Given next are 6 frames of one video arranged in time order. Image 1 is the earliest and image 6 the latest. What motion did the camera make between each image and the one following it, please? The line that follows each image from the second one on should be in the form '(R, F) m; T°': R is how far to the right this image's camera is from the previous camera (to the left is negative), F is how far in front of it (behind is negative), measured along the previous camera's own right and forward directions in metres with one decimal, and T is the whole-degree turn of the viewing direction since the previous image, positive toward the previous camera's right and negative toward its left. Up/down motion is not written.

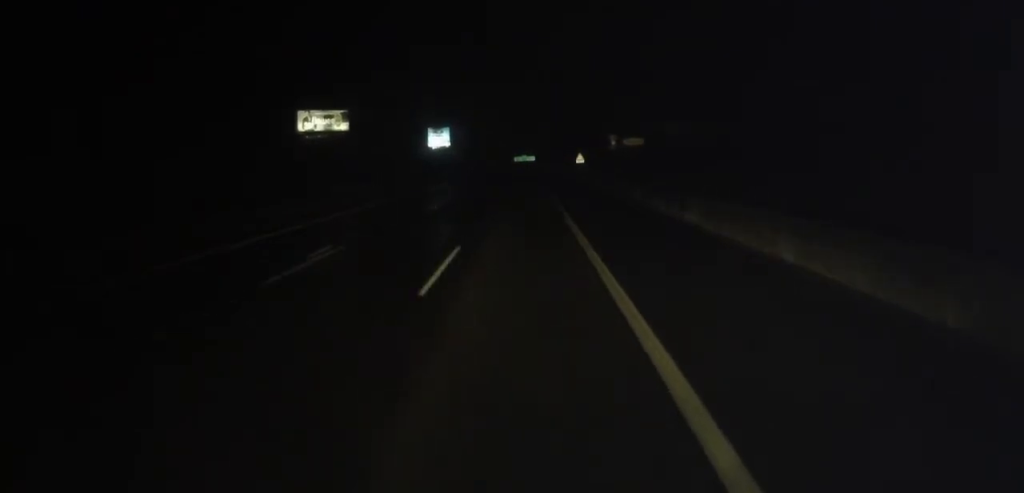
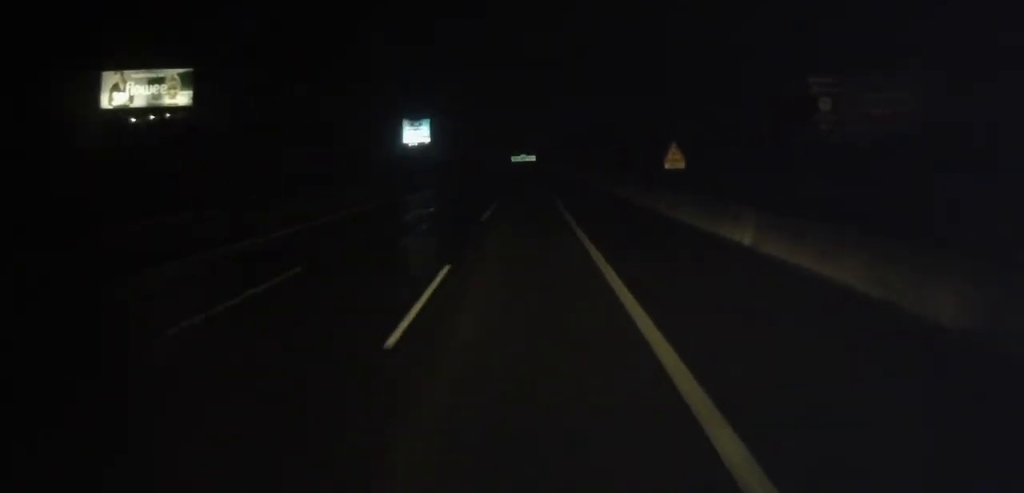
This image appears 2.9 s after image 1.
(-0.3, +56.6) m; -2°
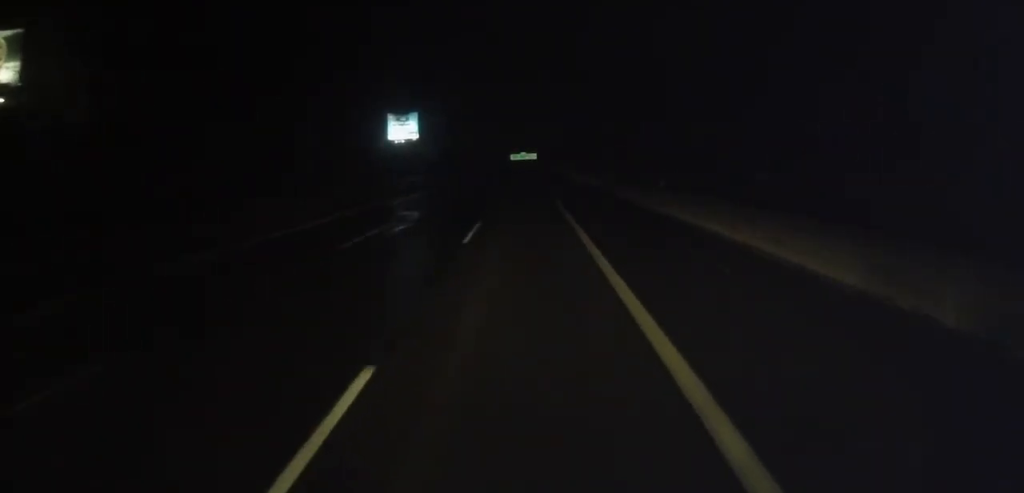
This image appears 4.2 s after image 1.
(-0.2, +25.1) m; +1°
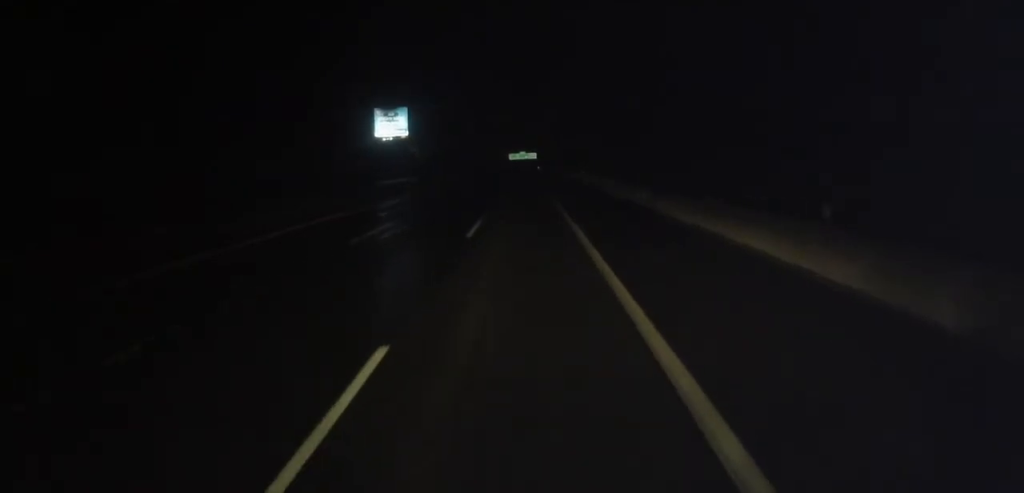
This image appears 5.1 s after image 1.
(+0.5, +16.7) m; 0°
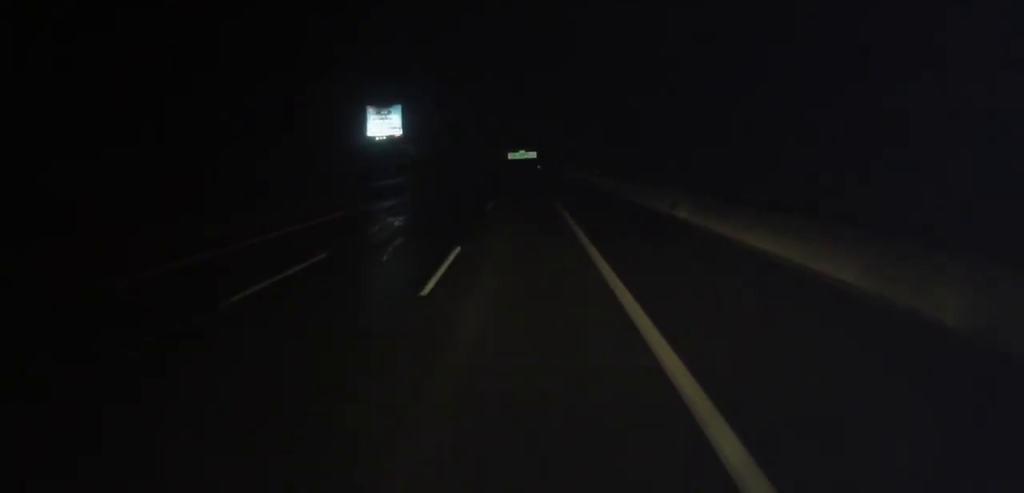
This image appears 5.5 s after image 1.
(0.0, +8.3) m; 0°
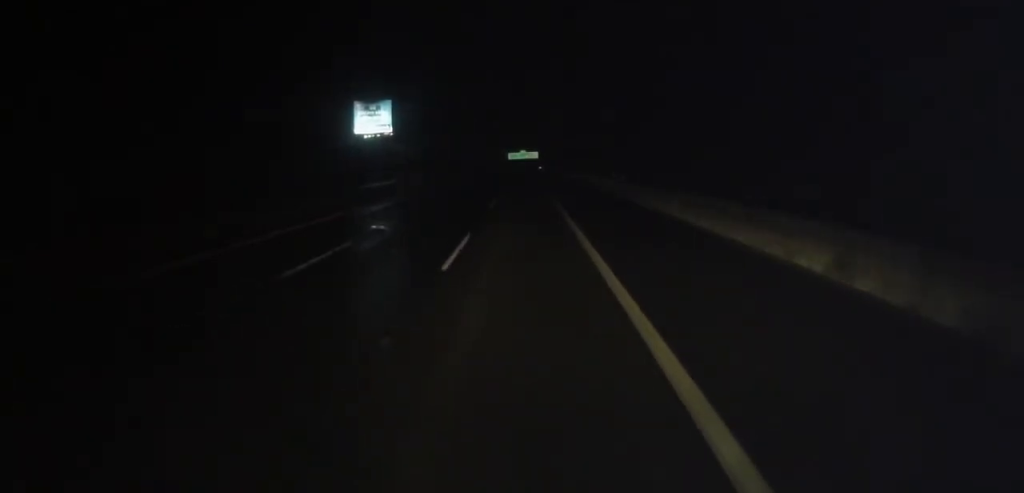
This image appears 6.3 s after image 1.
(-0.5, +14.7) m; 0°
